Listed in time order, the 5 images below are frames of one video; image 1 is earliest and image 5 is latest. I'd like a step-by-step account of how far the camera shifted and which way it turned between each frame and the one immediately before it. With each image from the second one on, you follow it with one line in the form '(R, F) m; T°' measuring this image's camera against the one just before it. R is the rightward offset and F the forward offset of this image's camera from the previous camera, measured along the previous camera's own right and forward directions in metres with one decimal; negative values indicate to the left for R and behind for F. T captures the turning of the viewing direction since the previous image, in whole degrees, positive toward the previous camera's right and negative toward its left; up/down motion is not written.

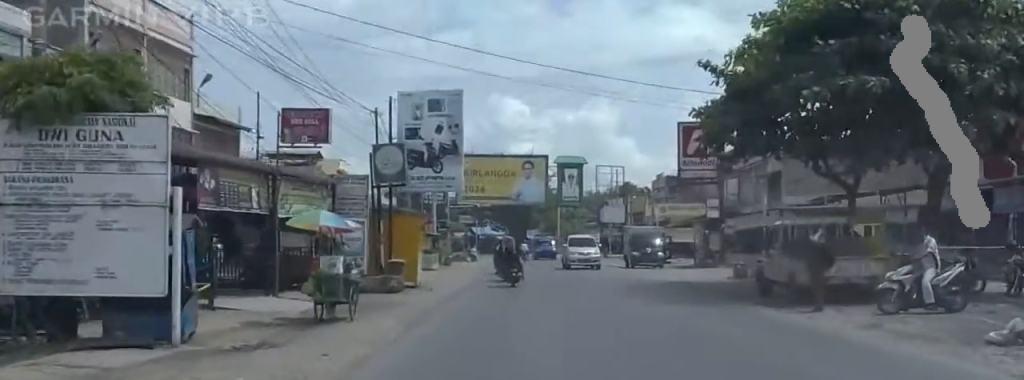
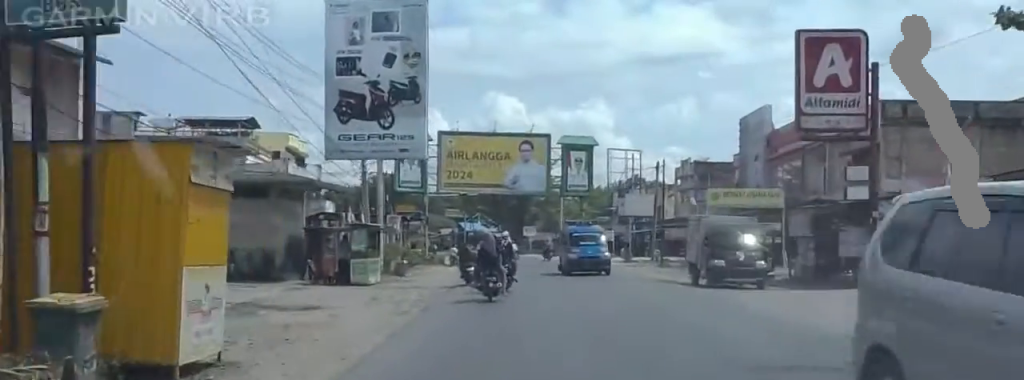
(-1.6, +20.4) m; -9°
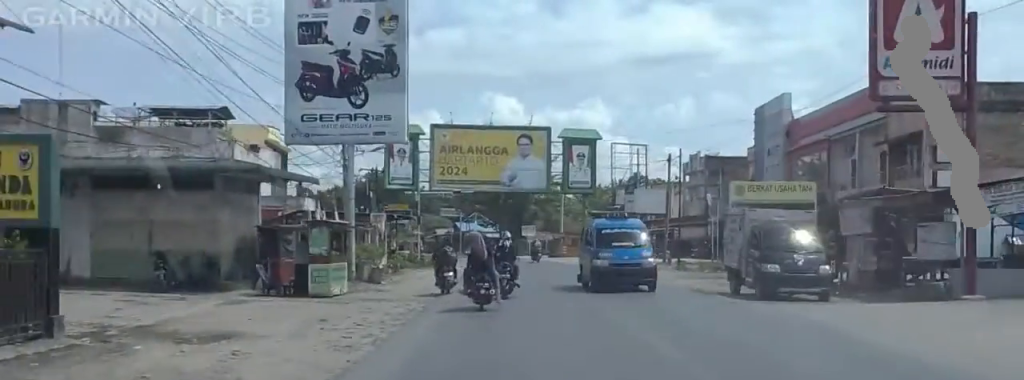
(-0.1, +6.2) m; -2°
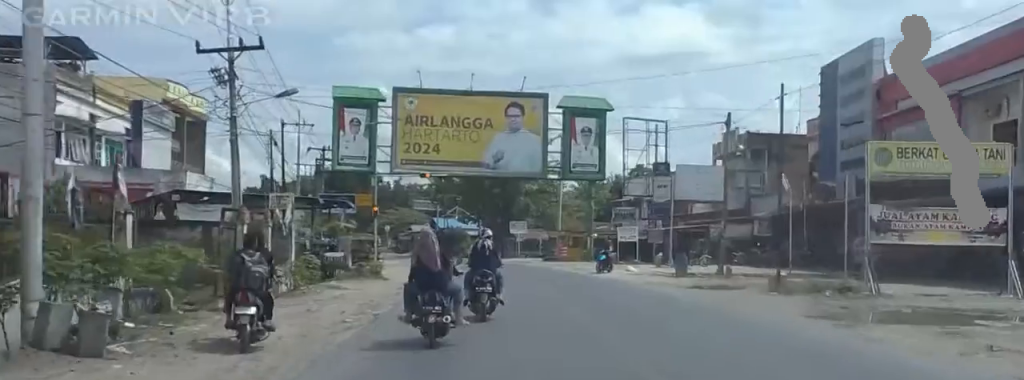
(-2.0, +20.8) m; -8°
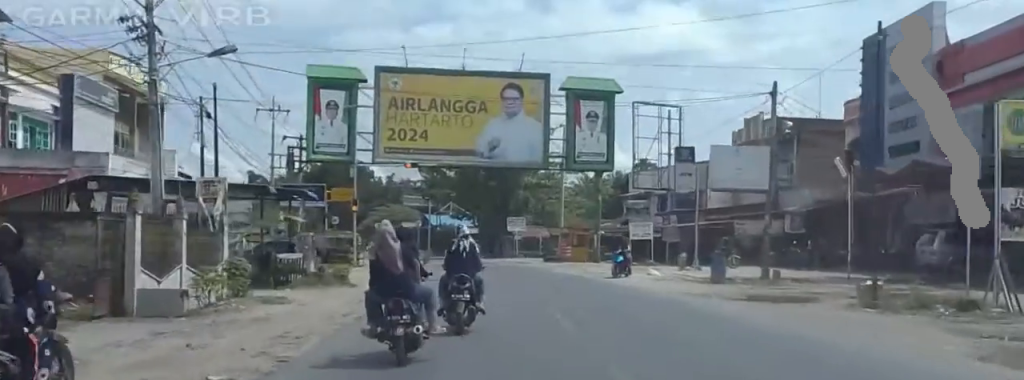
(+0.7, +9.0) m; +3°
